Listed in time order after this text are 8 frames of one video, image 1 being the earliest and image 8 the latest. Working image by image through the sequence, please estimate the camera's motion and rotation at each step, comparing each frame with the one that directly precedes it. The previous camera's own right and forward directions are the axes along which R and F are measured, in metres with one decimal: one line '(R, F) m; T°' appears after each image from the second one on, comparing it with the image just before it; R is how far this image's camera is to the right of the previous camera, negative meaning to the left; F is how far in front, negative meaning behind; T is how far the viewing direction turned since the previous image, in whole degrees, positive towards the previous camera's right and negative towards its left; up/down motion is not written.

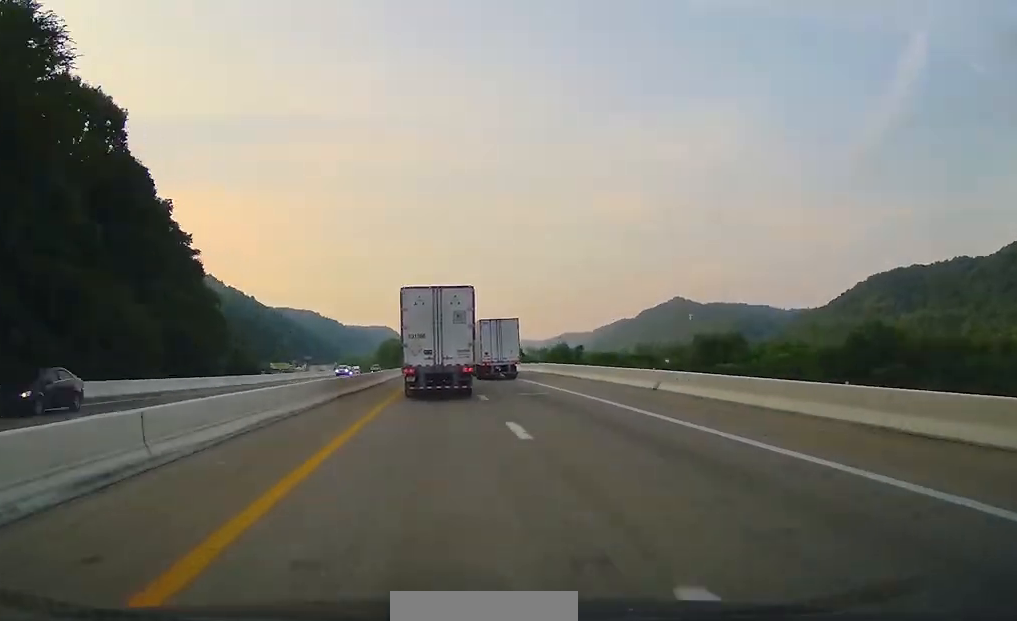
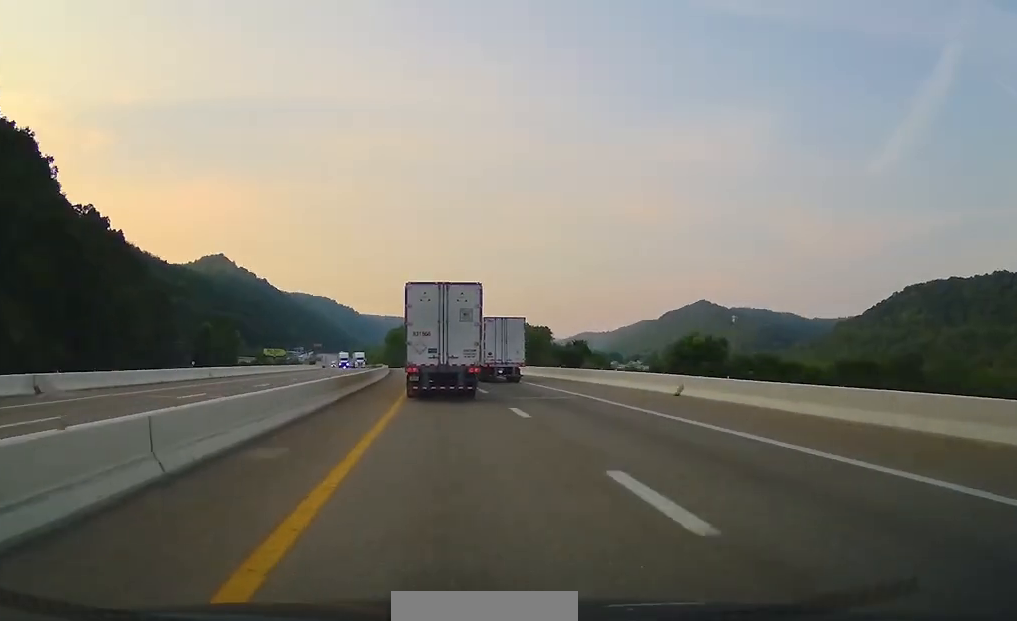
(+1.1, +67.3) m; -1°
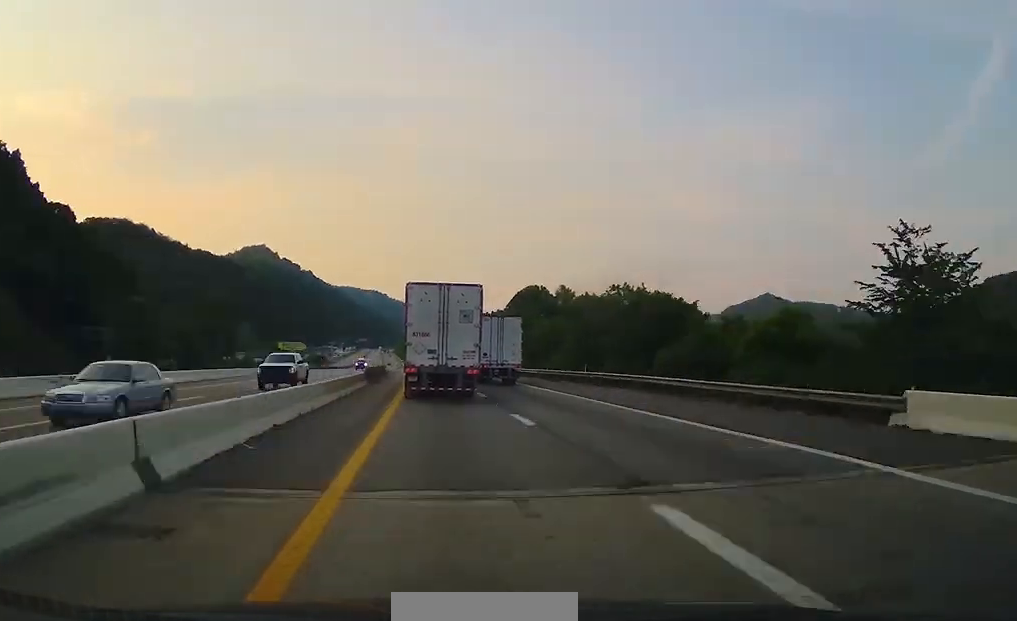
(-3.5, +102.1) m; -4°
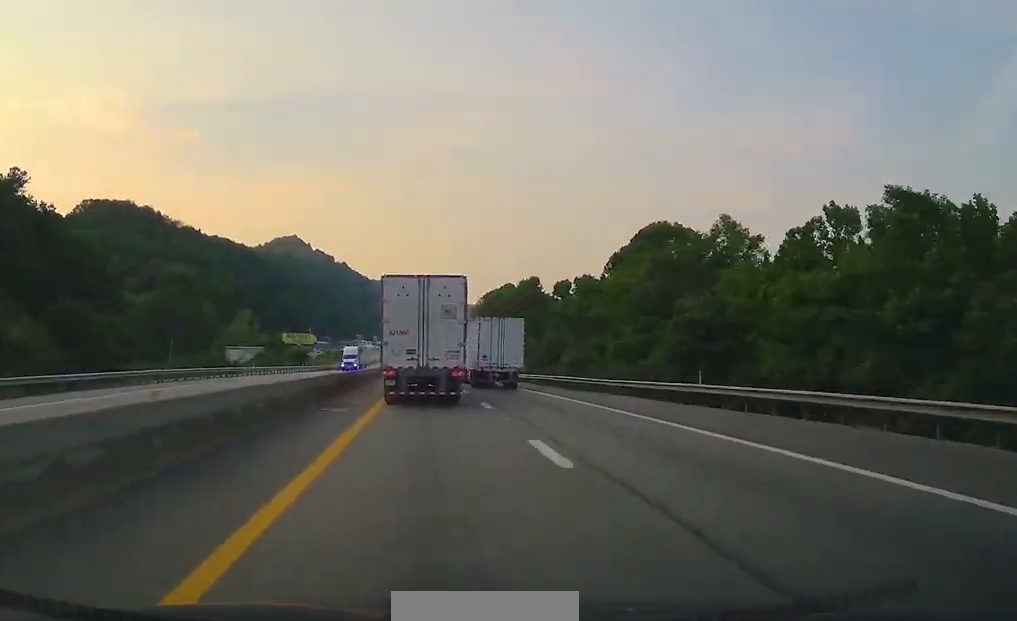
(-2.9, +80.3) m; -2°
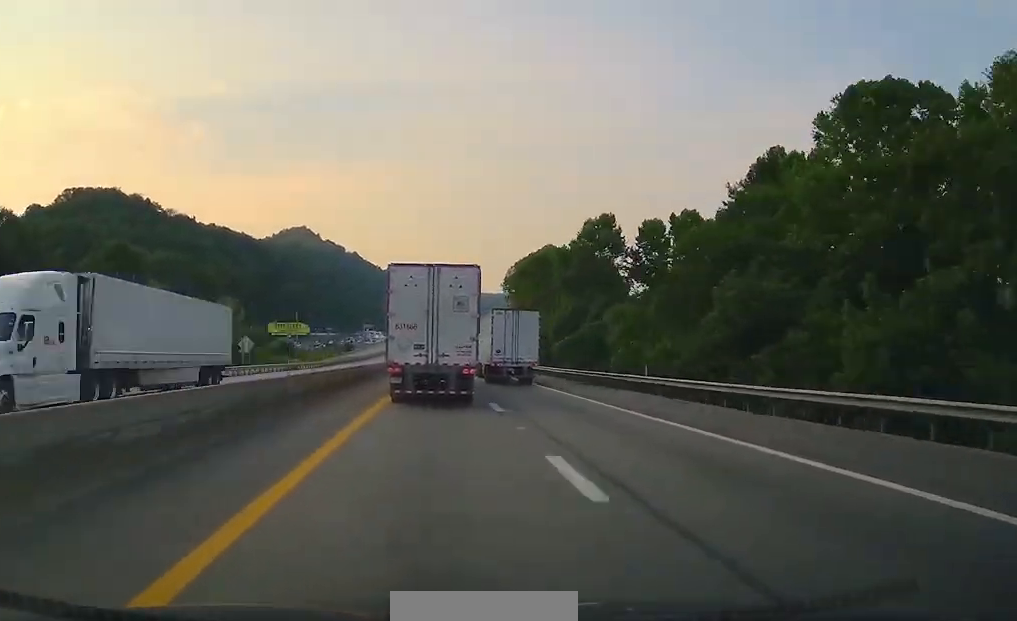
(-0.8, +51.1) m; -1°
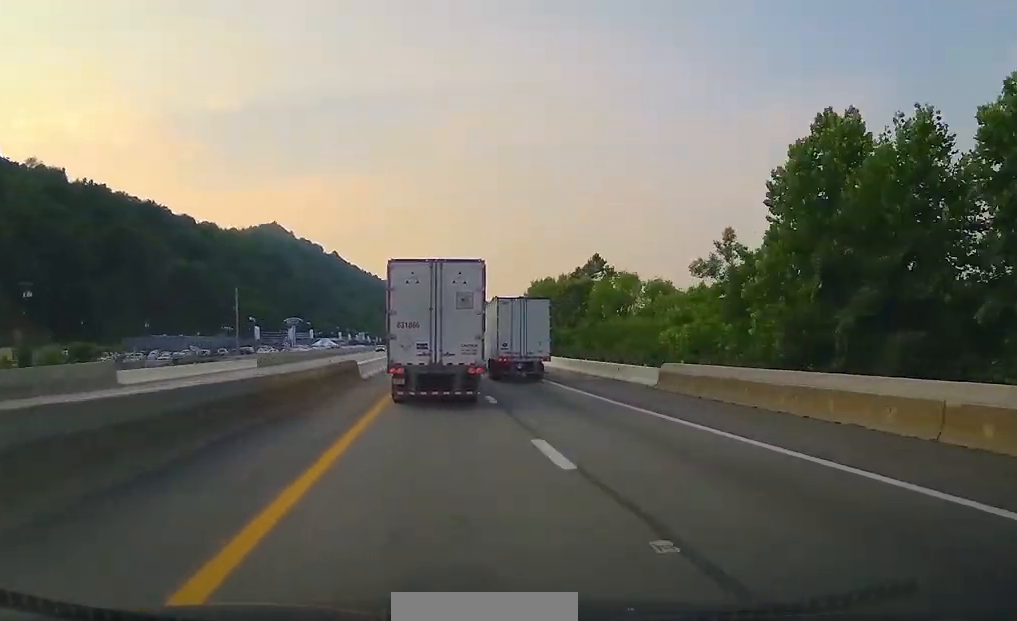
(-1.1, +229.8) m; 0°
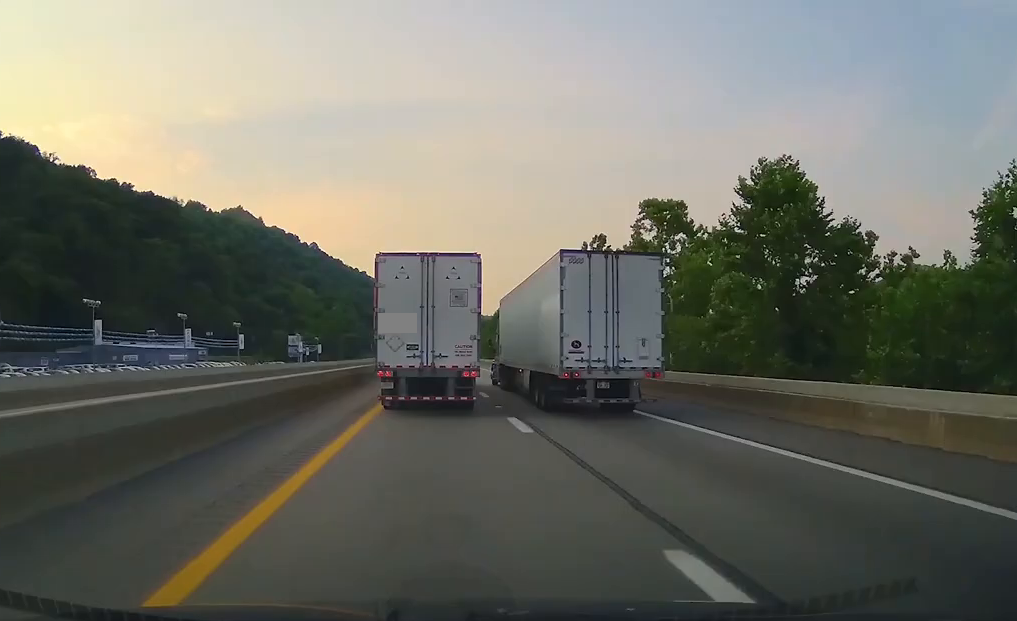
(-0.5, +250.7) m; 0°
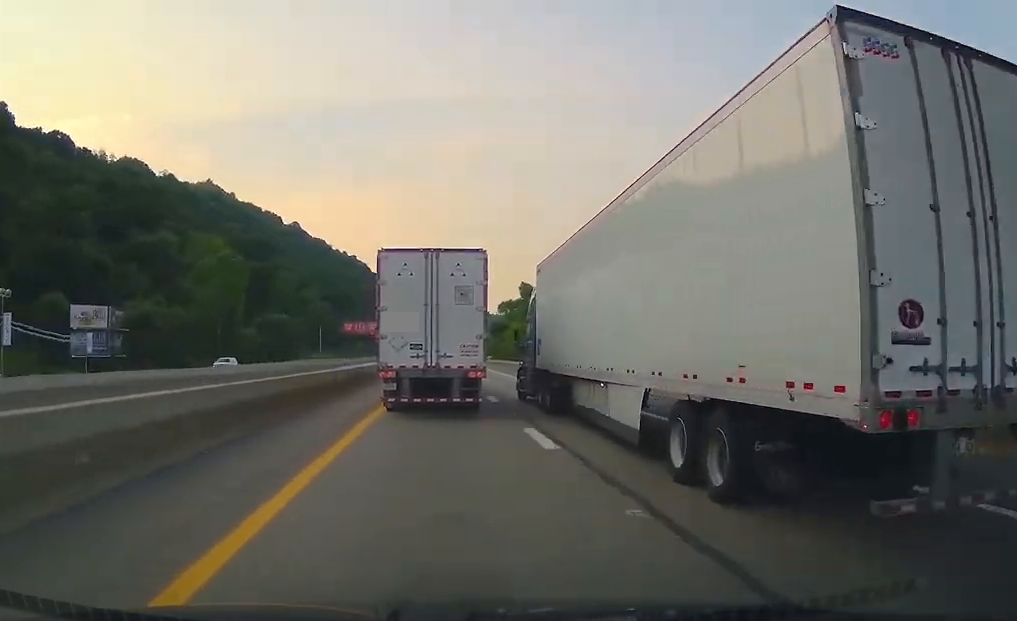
(0.0, +158.2) m; 0°
